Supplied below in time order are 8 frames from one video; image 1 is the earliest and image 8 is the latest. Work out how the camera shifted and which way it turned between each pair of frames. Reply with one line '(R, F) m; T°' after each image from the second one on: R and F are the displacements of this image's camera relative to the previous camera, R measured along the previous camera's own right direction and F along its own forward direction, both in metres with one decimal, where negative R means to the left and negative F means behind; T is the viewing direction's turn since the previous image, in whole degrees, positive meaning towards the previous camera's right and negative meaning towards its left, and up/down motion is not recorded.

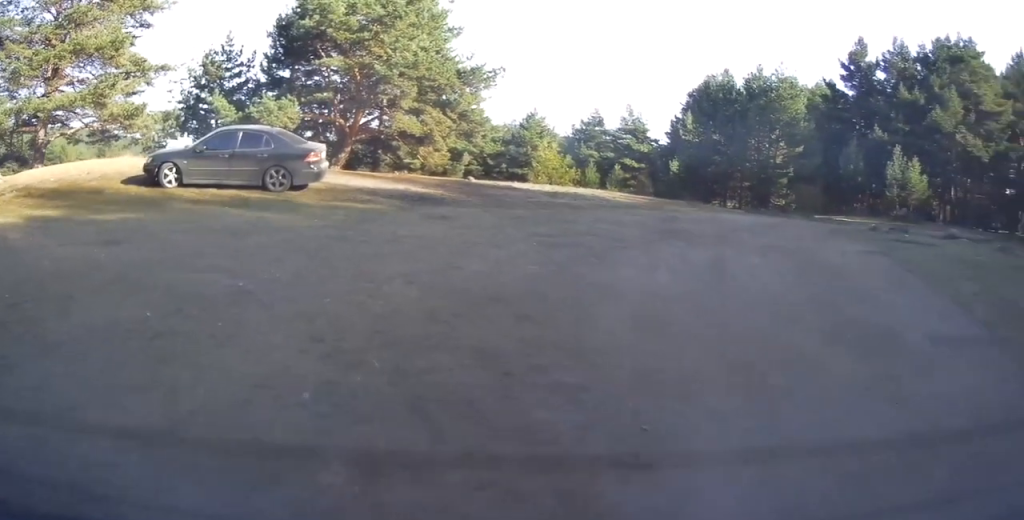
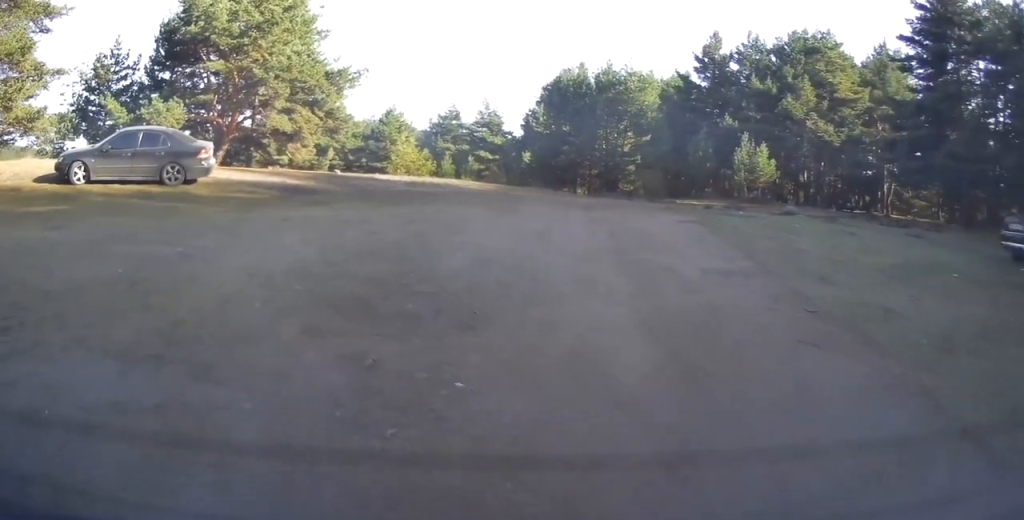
(0.0, +1.7) m; +9°
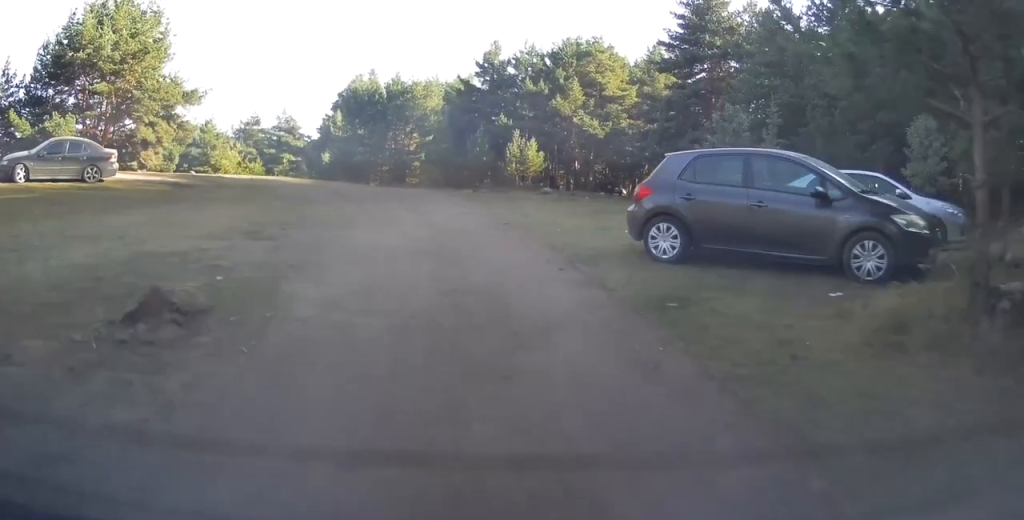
(+1.4, +5.3) m; +22°
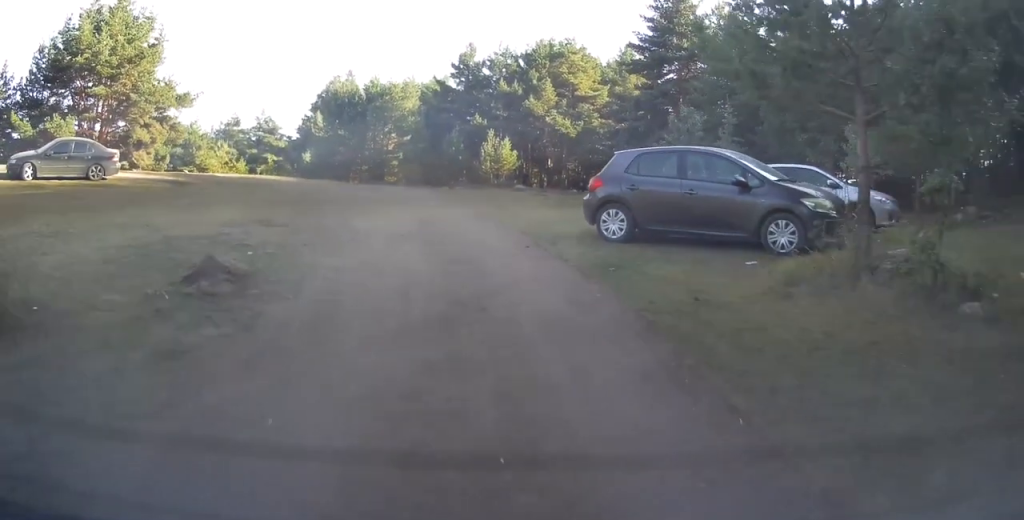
(0.0, +1.5) m; +3°
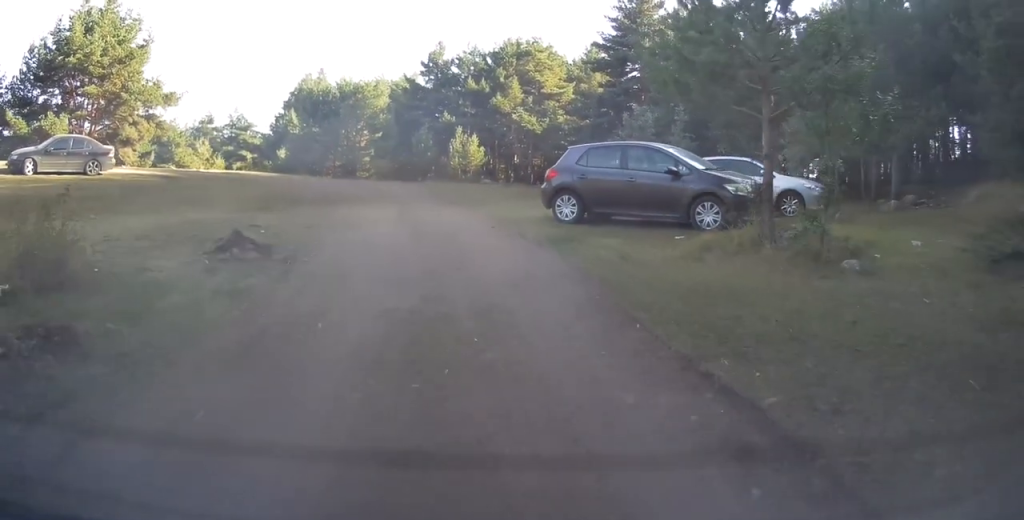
(+0.2, +1.8) m; +1°
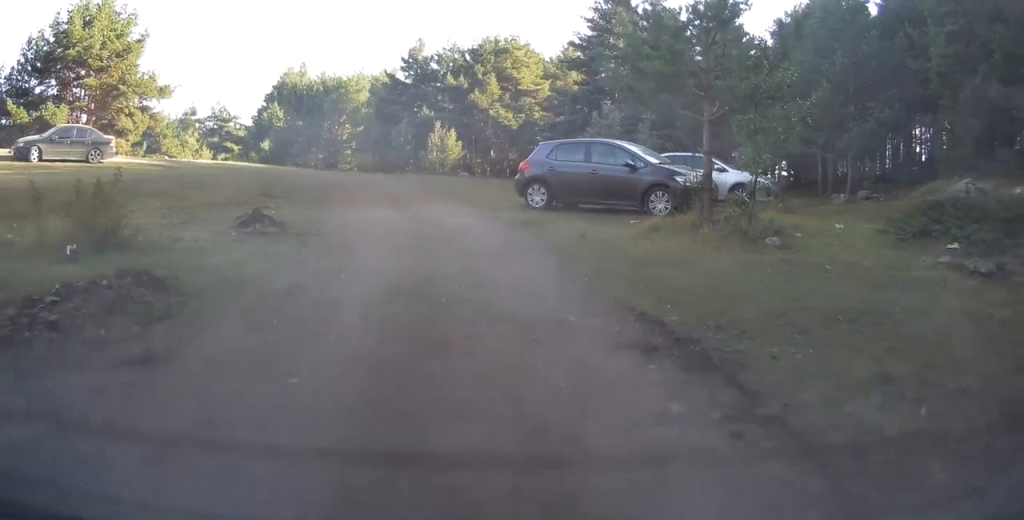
(-0.1, +1.7) m; +4°
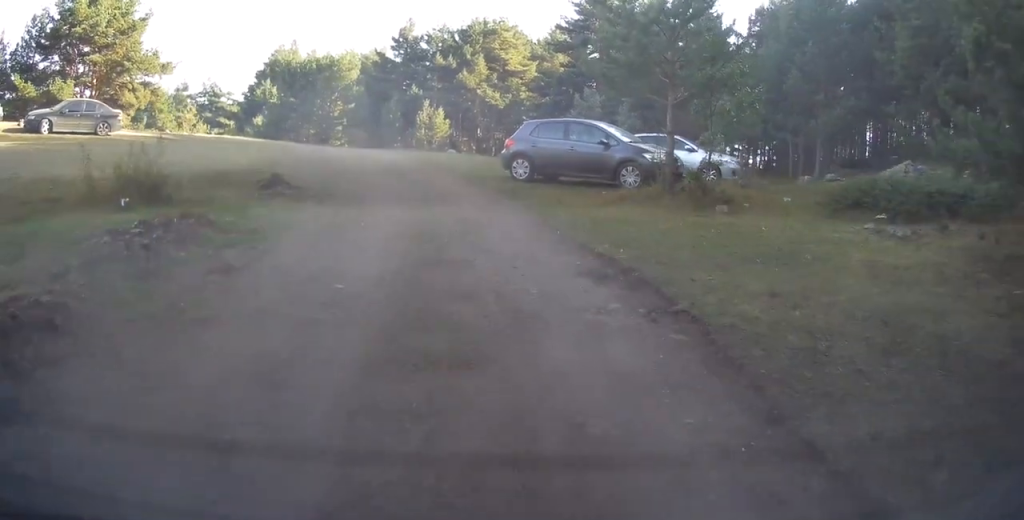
(0.0, +1.8) m; +6°
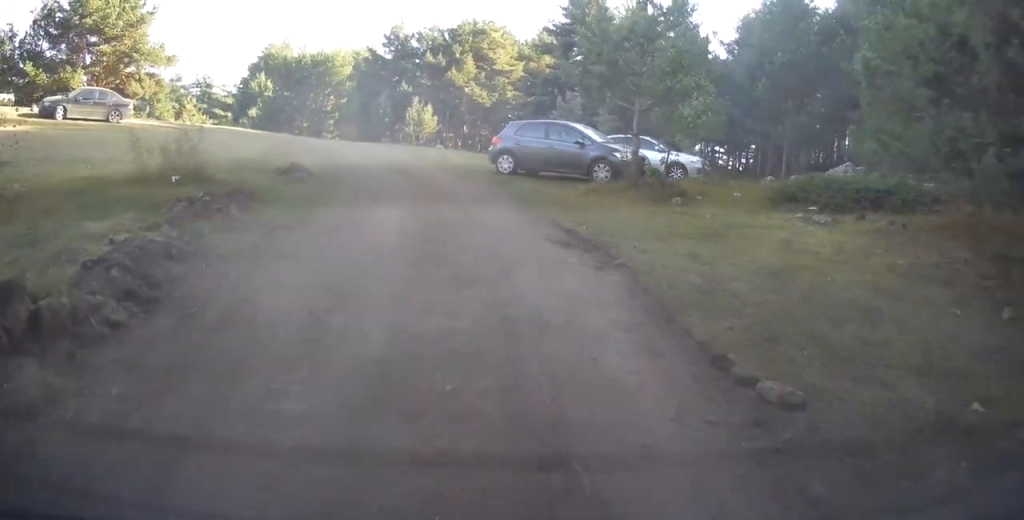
(+0.3, +1.9) m; +10°
